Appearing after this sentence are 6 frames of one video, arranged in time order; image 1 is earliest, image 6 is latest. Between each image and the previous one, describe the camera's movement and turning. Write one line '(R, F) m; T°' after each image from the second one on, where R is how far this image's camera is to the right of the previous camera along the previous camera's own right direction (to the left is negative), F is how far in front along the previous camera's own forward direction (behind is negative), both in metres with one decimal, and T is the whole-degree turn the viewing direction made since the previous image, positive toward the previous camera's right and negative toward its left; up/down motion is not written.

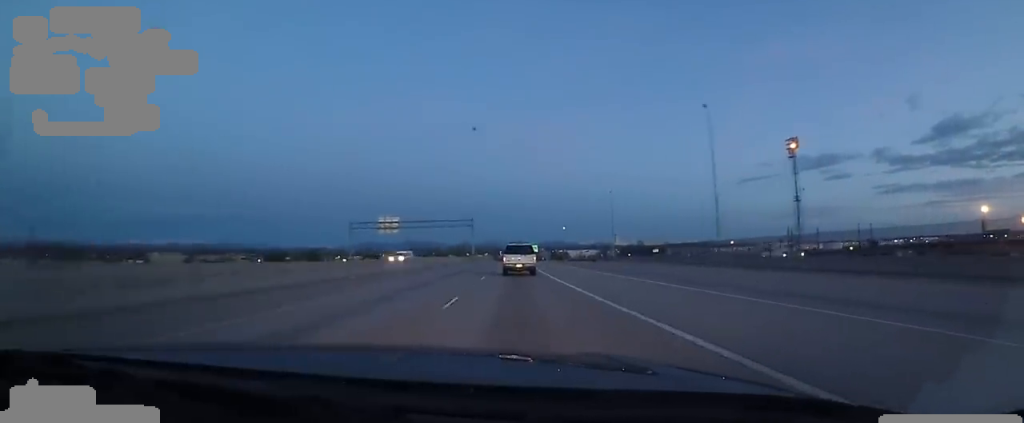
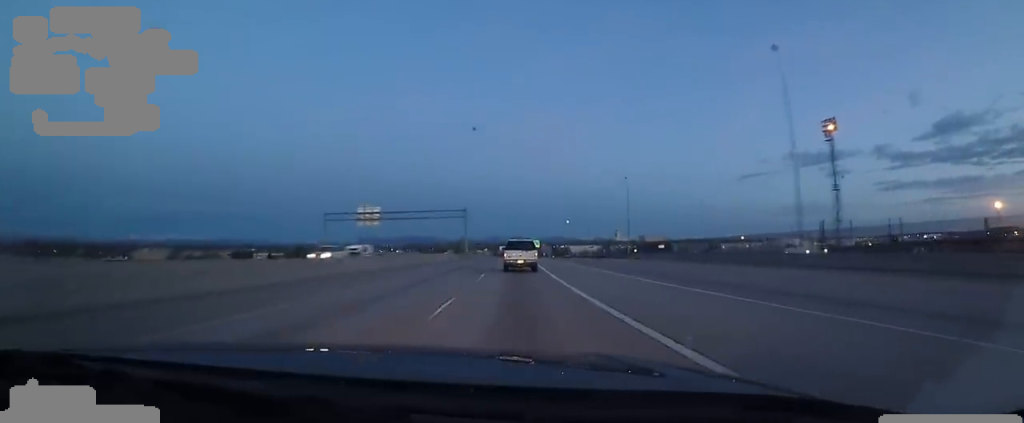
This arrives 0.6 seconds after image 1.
(-0.9, +15.2) m; -2°
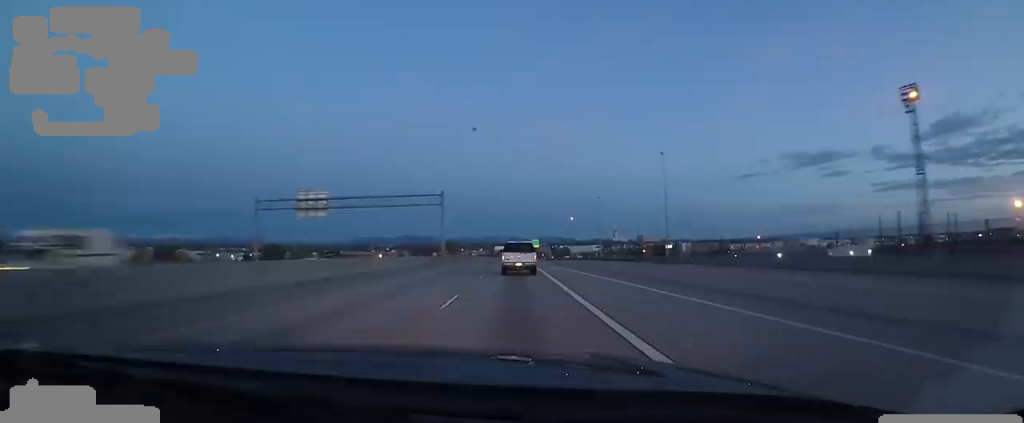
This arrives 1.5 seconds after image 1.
(+0.8, +23.9) m; +3°
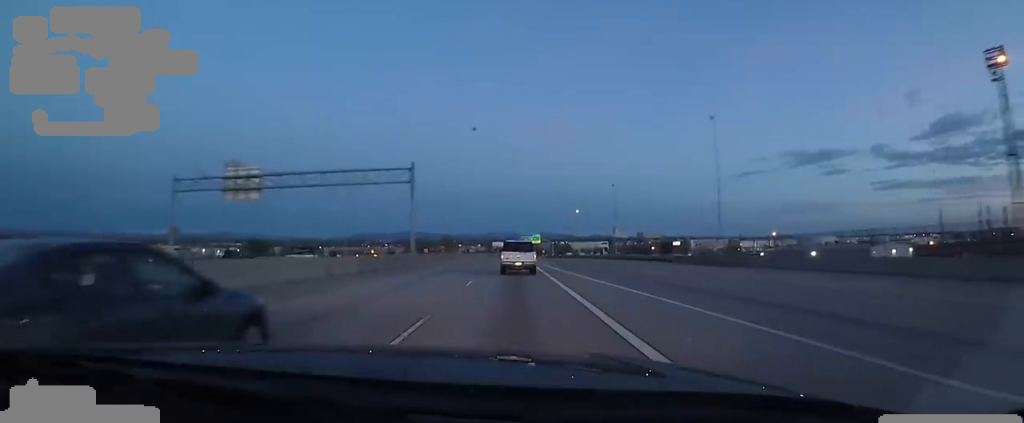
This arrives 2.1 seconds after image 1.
(+0.3, +17.4) m; +1°
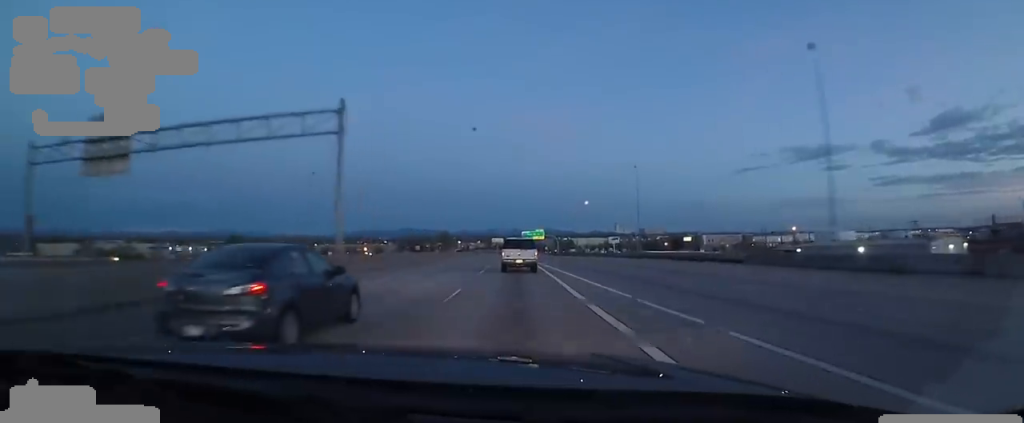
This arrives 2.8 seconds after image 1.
(+0.1, +18.2) m; 0°
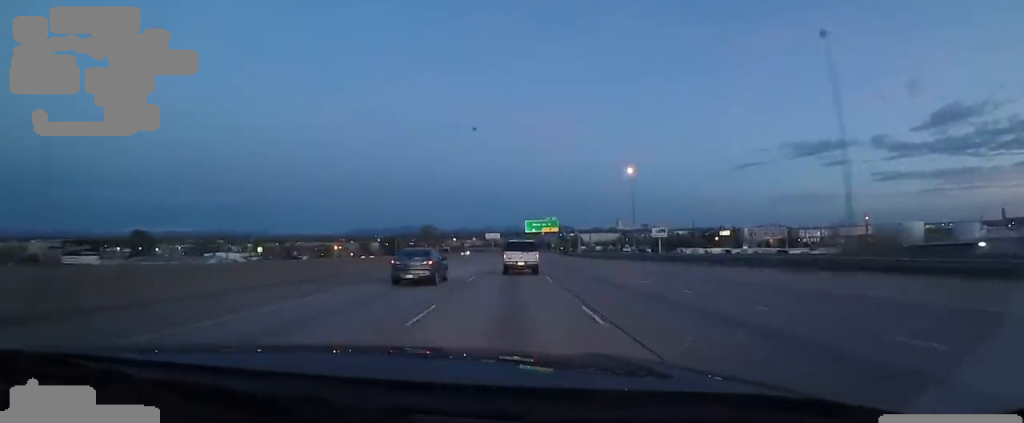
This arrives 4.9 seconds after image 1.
(-0.3, +53.6) m; -1°
